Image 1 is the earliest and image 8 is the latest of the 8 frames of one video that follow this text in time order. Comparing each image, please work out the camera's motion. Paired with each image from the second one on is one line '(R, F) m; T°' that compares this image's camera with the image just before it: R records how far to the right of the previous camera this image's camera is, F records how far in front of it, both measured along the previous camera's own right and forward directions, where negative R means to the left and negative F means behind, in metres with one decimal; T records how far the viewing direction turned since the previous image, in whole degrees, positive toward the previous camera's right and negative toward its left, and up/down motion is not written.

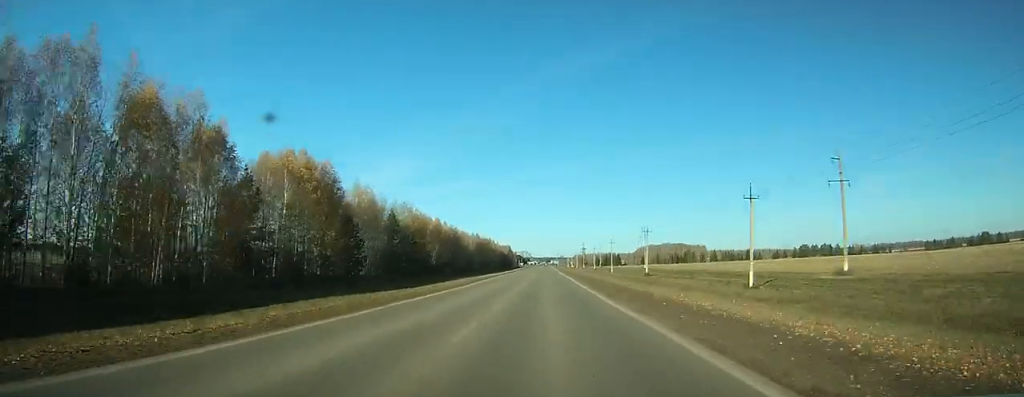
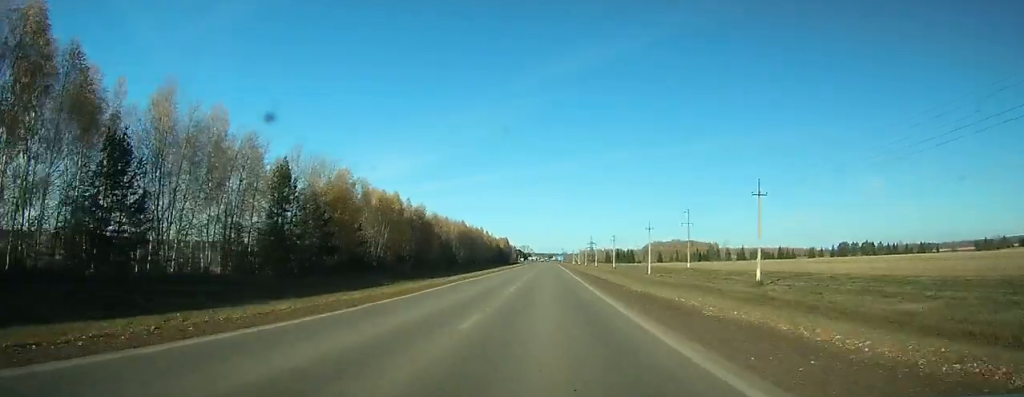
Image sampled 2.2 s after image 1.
(+0.1, +55.2) m; 0°
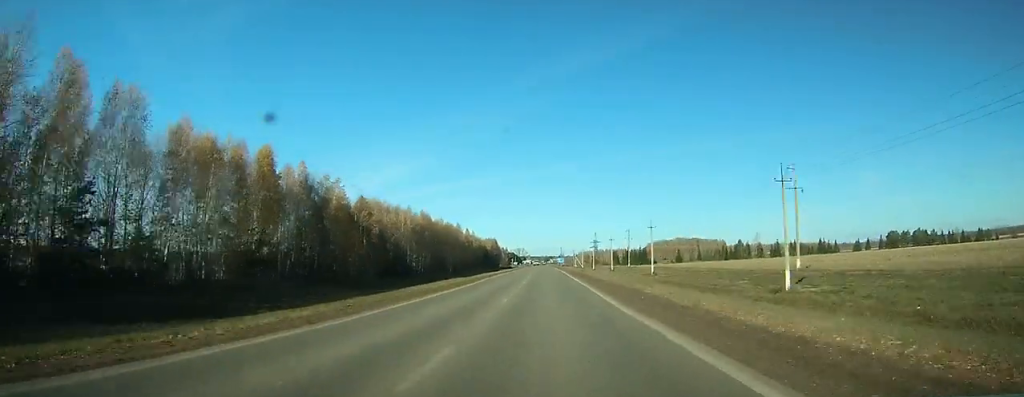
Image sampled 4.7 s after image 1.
(+0.1, +66.2) m; 0°
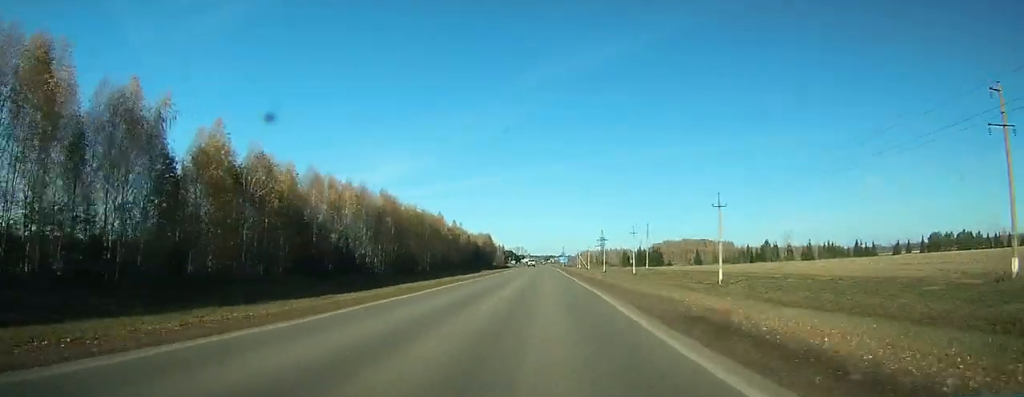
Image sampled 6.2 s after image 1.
(+0.2, +40.9) m; 0°
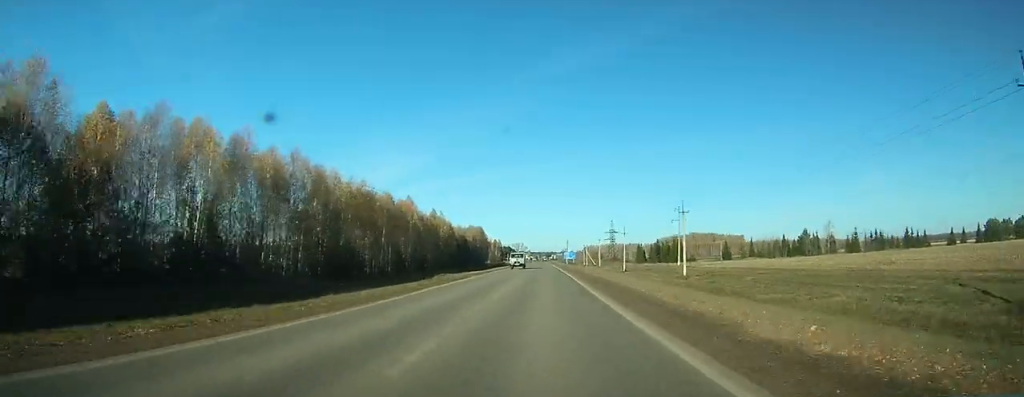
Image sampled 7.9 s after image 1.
(-0.2, +42.6) m; 0°
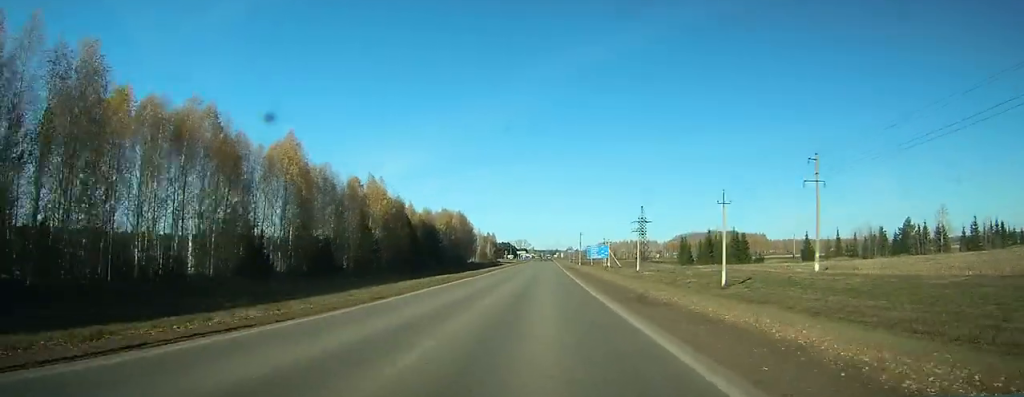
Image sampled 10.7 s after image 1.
(-0.4, +68.9) m; 0°
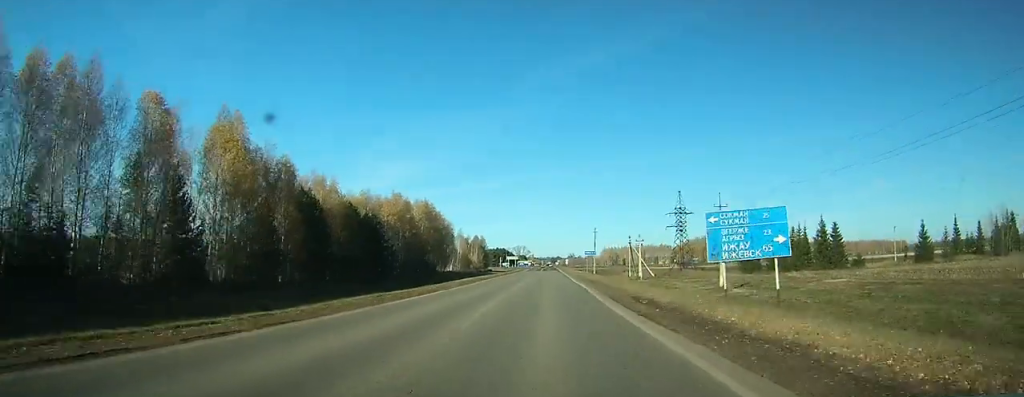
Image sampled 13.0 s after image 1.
(+0.1, +53.4) m; 0°
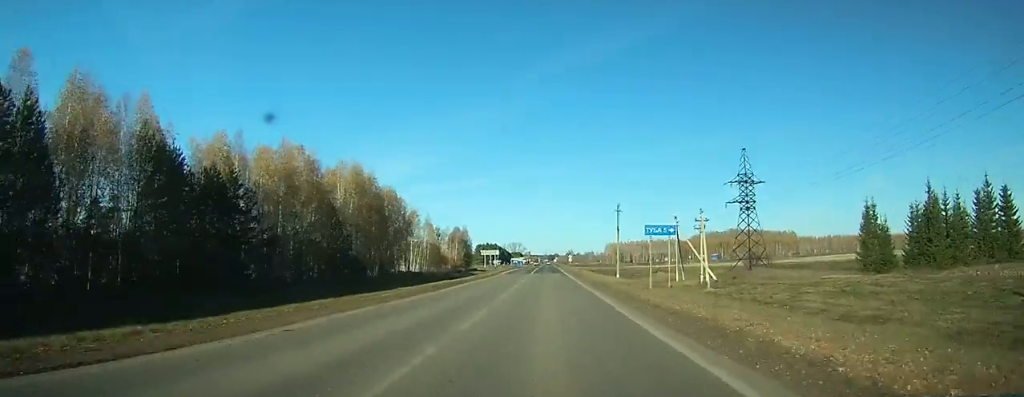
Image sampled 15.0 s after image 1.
(-0.1, +48.6) m; 0°
